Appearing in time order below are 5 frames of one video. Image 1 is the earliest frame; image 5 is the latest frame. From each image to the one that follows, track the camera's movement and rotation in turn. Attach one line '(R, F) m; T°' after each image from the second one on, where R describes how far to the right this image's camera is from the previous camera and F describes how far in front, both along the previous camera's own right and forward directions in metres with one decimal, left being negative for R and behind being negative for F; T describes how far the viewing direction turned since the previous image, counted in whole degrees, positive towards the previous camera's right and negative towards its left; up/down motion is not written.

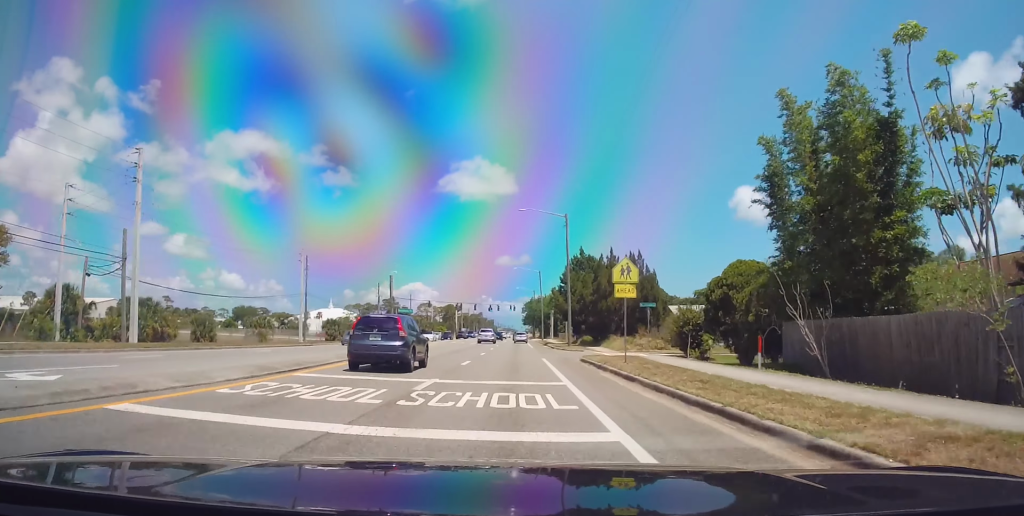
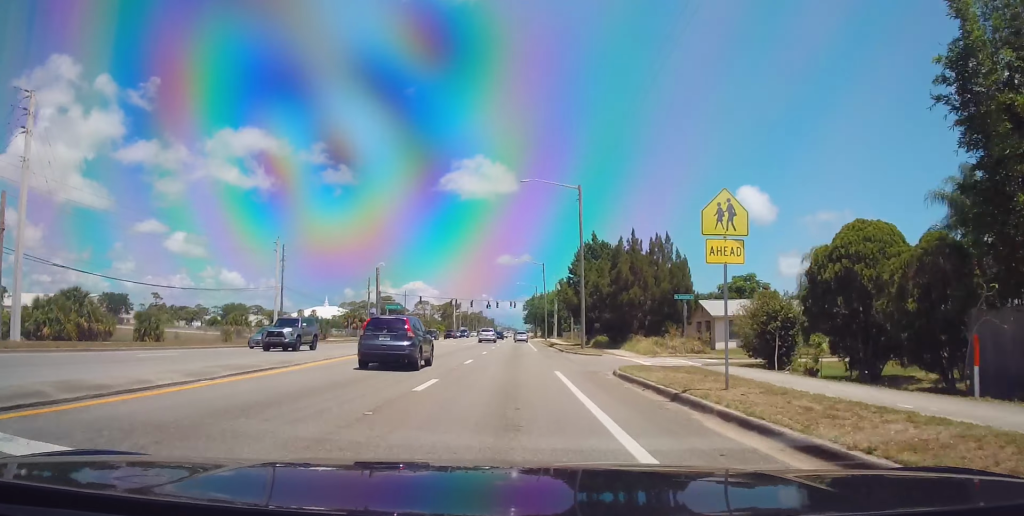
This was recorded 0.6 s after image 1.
(0.0, +10.8) m; 0°
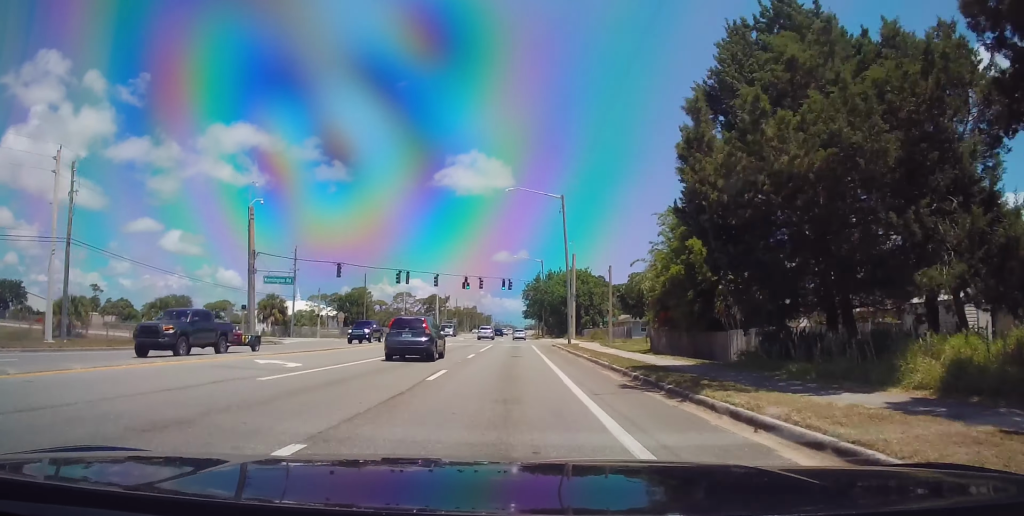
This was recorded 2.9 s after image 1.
(0.0, +45.3) m; 0°
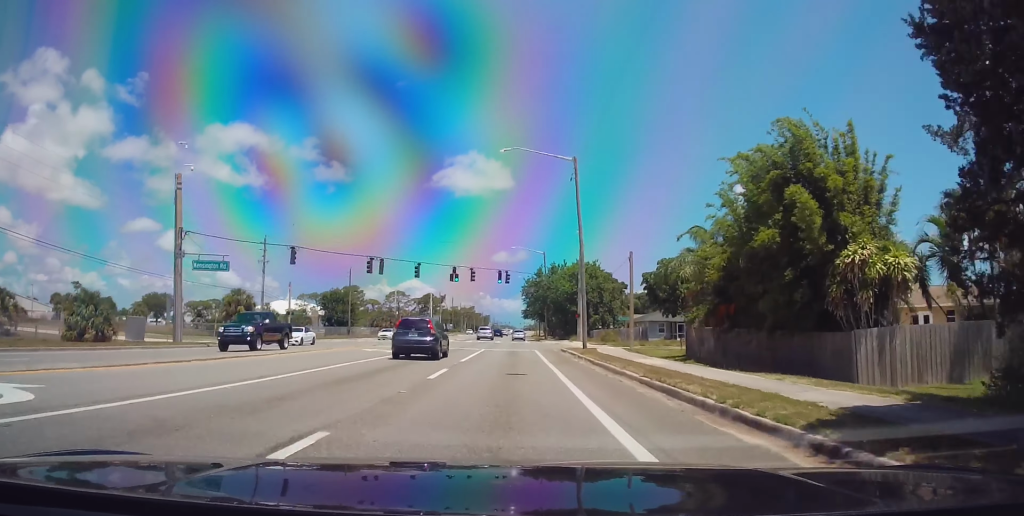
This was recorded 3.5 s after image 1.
(0.0, +11.5) m; 0°
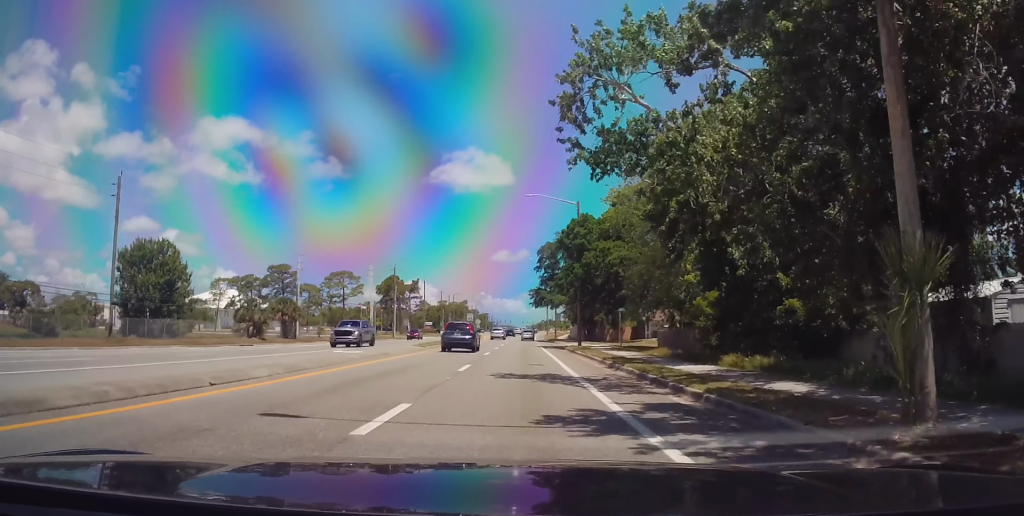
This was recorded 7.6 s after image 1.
(-1.0, +77.4) m; -1°
